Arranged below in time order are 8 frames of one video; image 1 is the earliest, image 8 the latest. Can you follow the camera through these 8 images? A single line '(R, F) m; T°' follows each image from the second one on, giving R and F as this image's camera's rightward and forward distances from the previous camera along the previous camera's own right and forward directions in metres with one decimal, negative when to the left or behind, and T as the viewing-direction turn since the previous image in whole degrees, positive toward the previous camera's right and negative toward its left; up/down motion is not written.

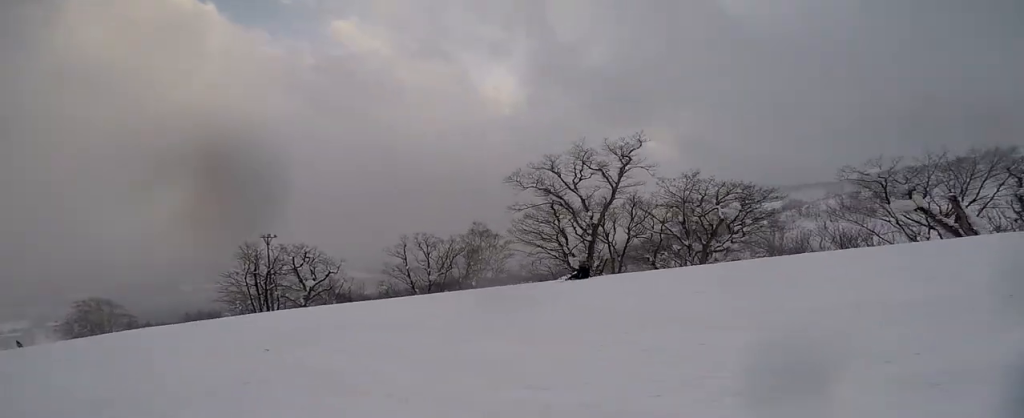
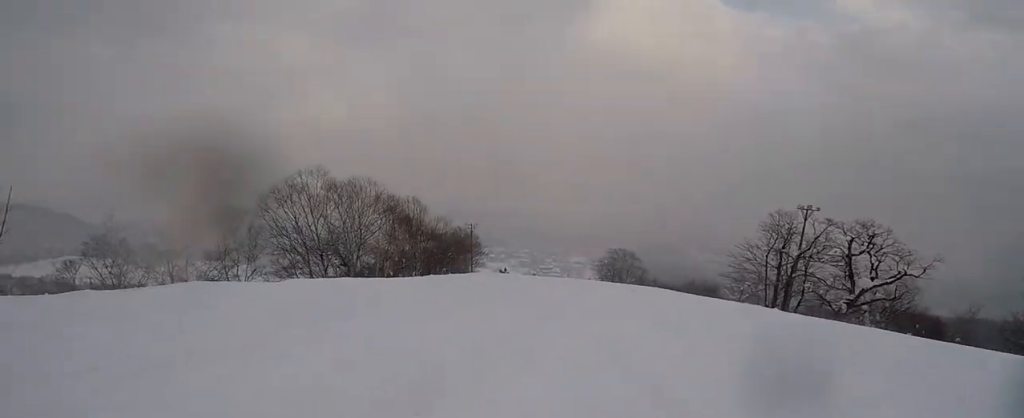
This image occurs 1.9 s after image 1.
(-3.3, +12.7) m; -17°
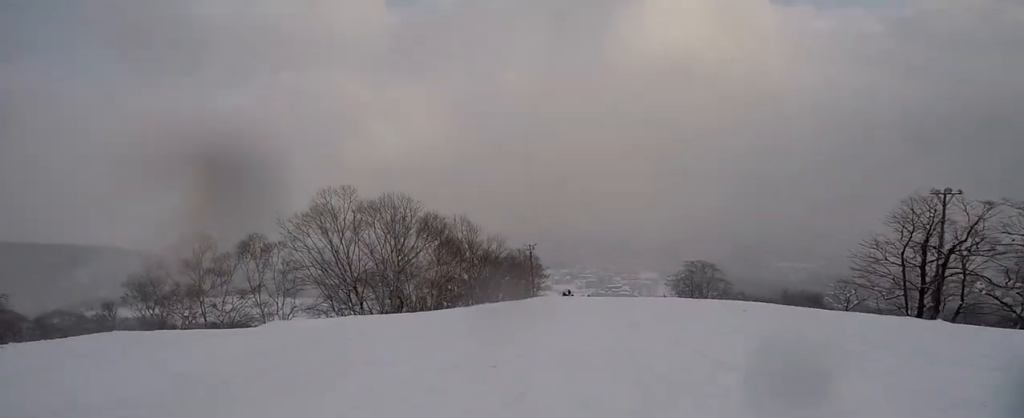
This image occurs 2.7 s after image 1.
(+0.1, +5.2) m; +4°
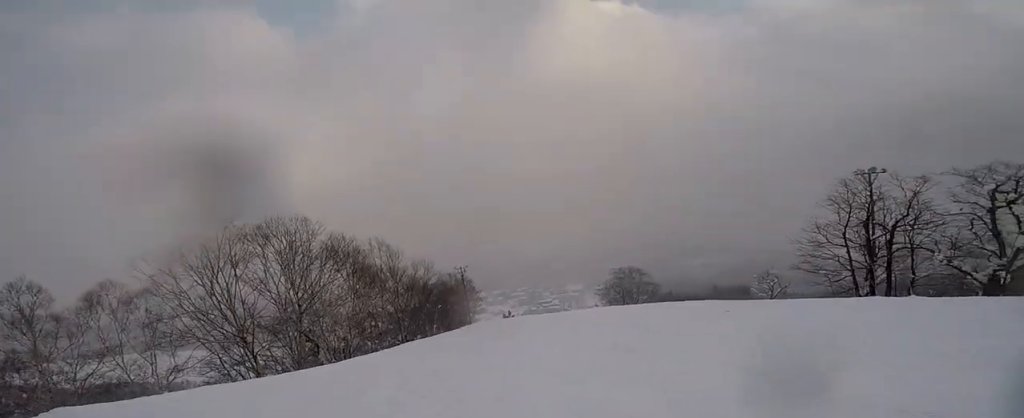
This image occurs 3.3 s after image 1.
(+0.2, +4.0) m; +4°
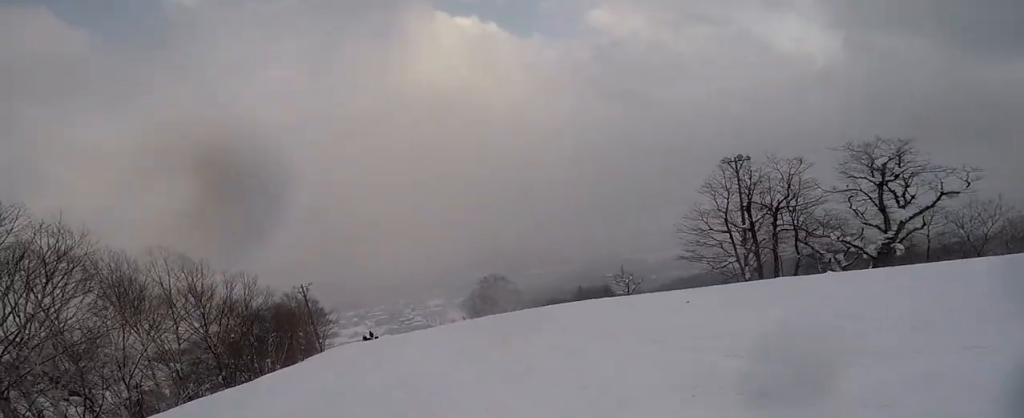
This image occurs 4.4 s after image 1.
(+0.3, +5.9) m; +18°
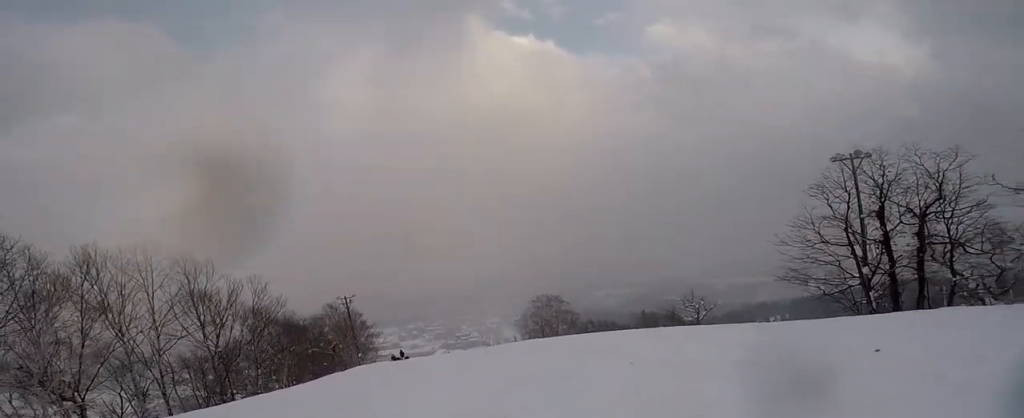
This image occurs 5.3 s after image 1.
(+1.5, +5.3) m; +1°
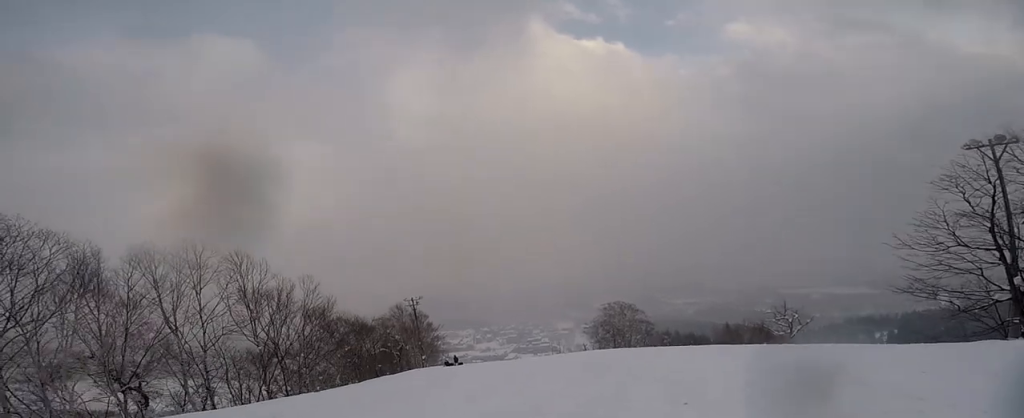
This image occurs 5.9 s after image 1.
(-0.7, +2.5) m; -17°
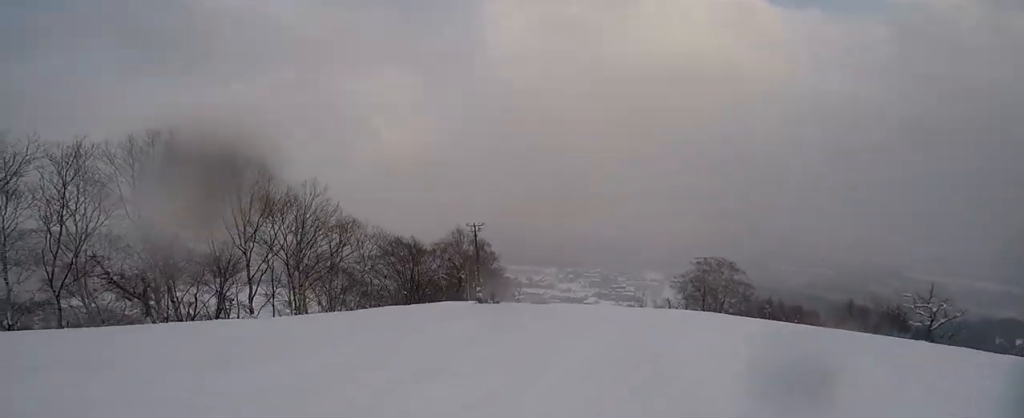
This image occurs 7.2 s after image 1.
(-2.1, +5.9) m; -31°
